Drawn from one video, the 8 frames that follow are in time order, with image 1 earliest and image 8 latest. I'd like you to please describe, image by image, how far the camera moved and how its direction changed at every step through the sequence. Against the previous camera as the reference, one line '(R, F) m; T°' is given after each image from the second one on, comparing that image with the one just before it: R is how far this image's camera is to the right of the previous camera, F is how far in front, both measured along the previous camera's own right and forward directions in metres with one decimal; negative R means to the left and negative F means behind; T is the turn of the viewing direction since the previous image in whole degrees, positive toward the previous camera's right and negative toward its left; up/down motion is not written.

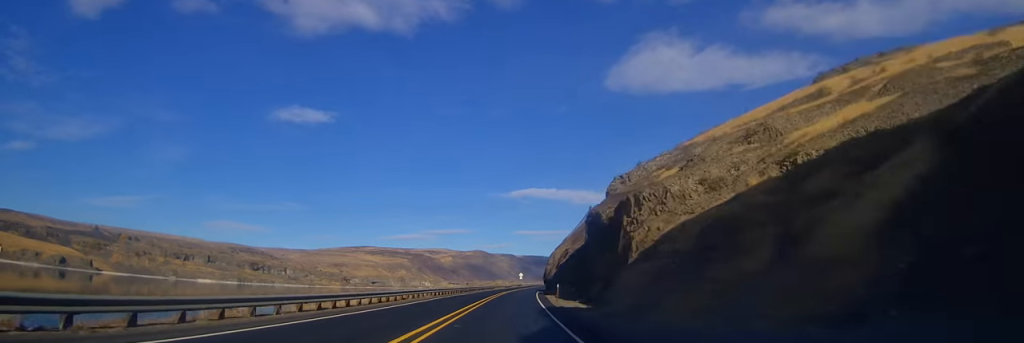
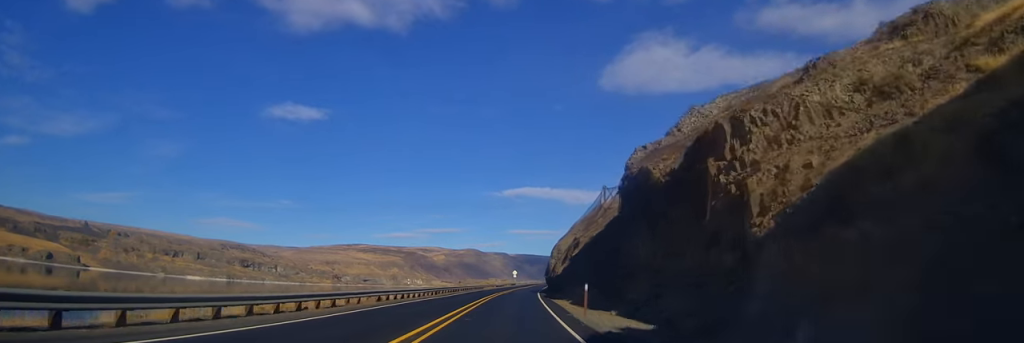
(-0.4, +17.6) m; +1°
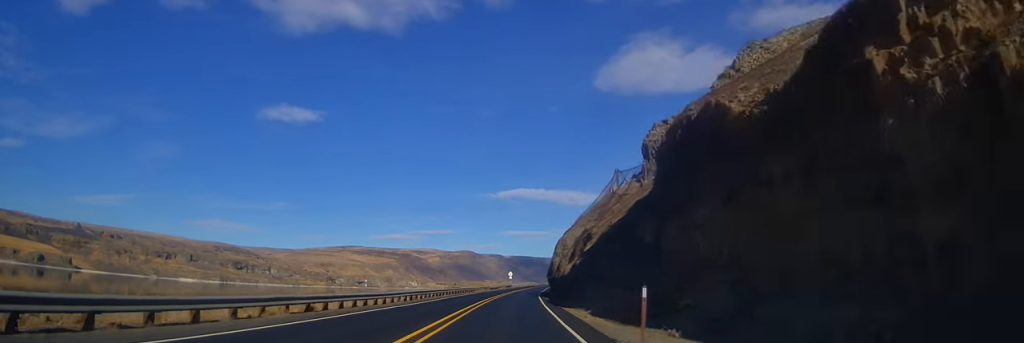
(+0.4, +10.6) m; +1°
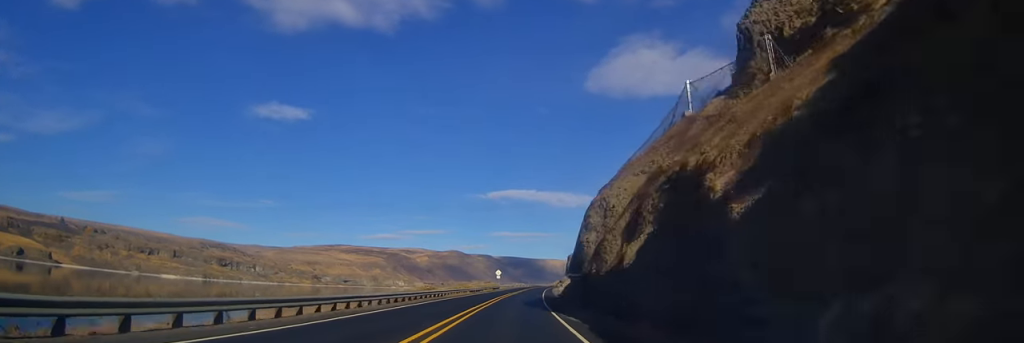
(+0.6, +25.6) m; +2°
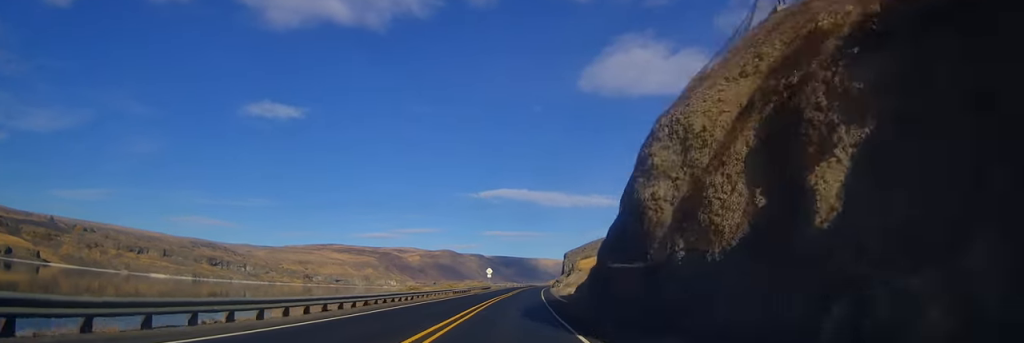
(-0.1, +12.4) m; 0°
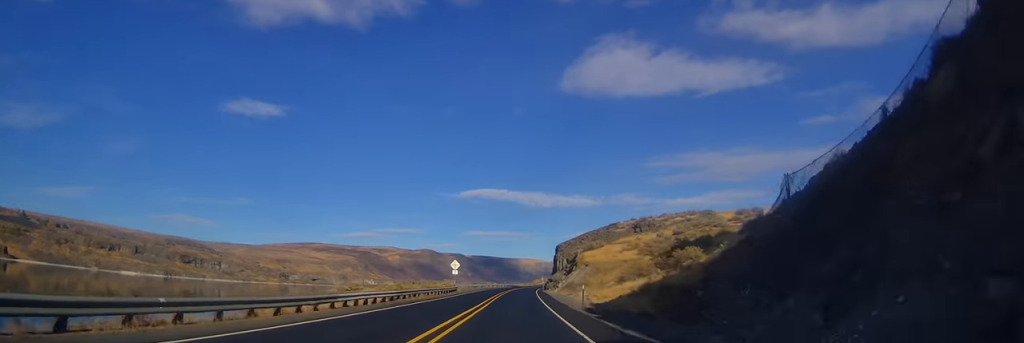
(+0.4, +34.5) m; +1°
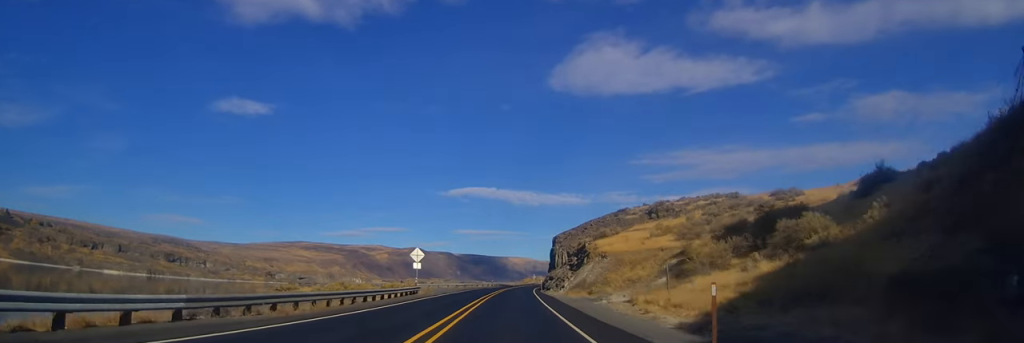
(-0.2, +22.4) m; +1°
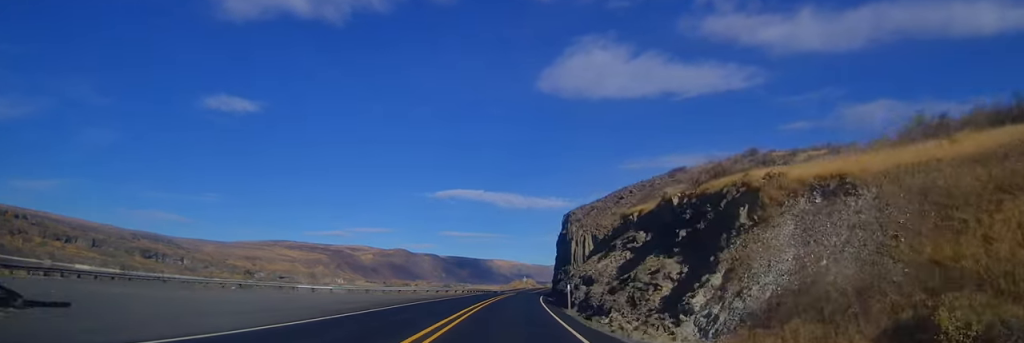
(+1.3, +44.2) m; +3°
